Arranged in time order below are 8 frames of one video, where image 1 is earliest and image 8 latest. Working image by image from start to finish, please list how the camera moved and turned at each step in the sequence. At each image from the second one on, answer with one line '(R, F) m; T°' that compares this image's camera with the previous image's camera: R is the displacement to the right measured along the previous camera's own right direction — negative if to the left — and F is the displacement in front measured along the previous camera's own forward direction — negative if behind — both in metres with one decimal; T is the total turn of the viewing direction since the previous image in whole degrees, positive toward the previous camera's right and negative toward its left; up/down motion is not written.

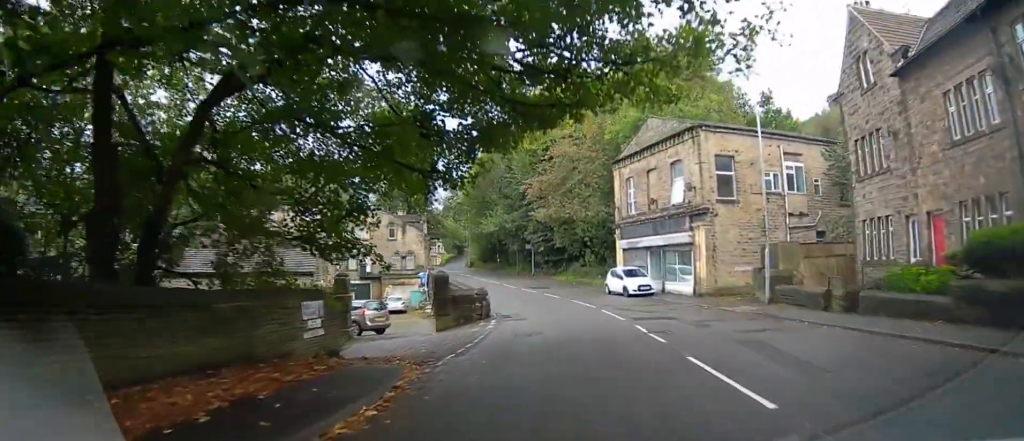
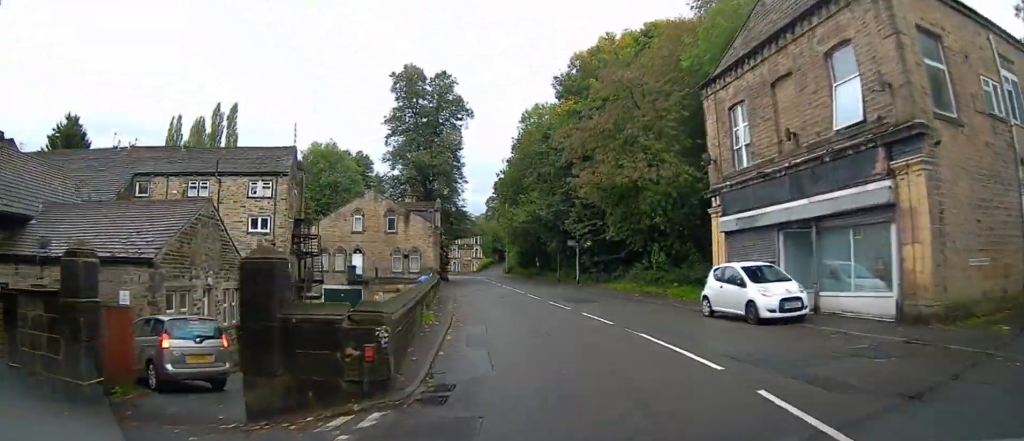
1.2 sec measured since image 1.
(-0.7, +14.5) m; -8°
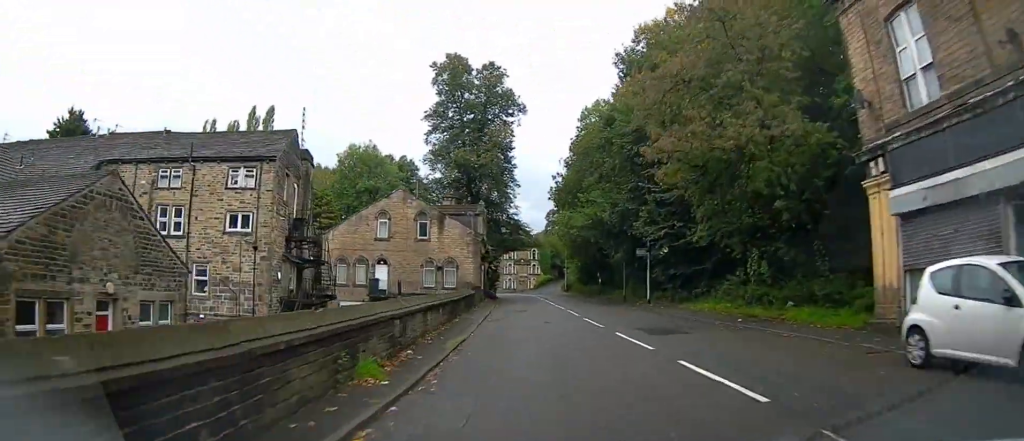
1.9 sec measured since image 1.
(-0.4, +7.4) m; -4°
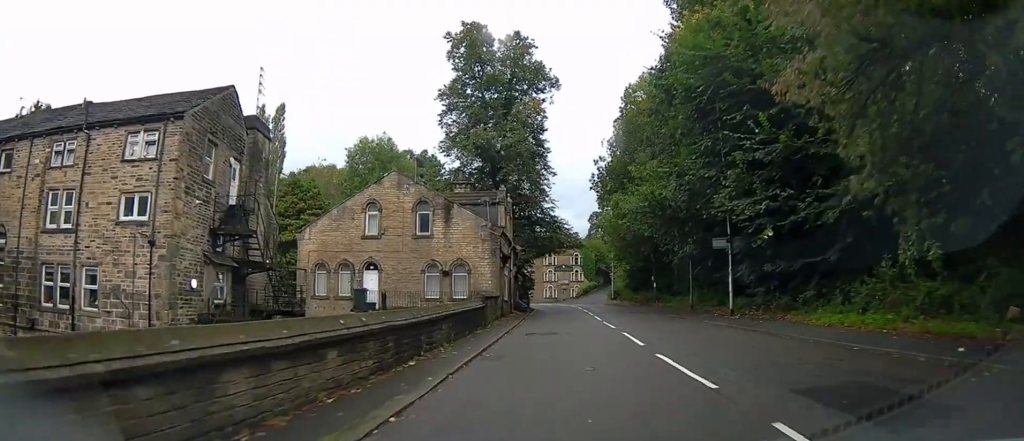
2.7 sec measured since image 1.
(-0.3, +9.5) m; -3°
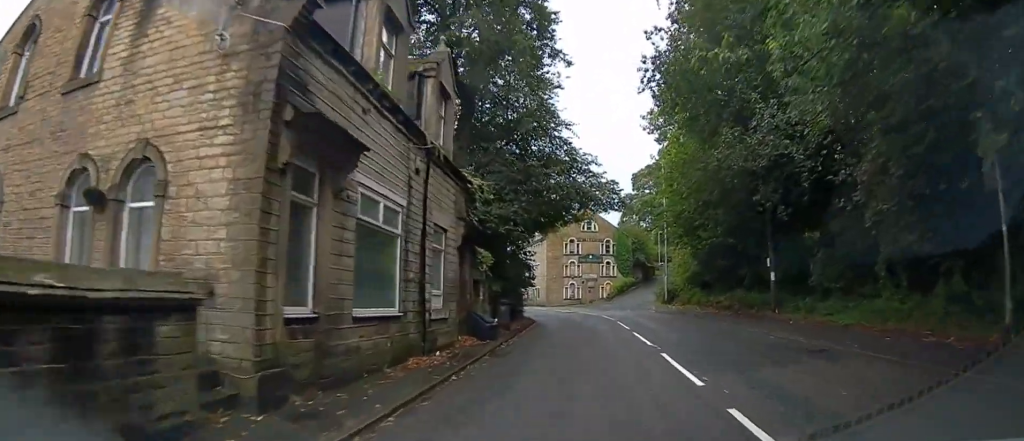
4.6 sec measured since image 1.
(-1.2, +22.7) m; -4°
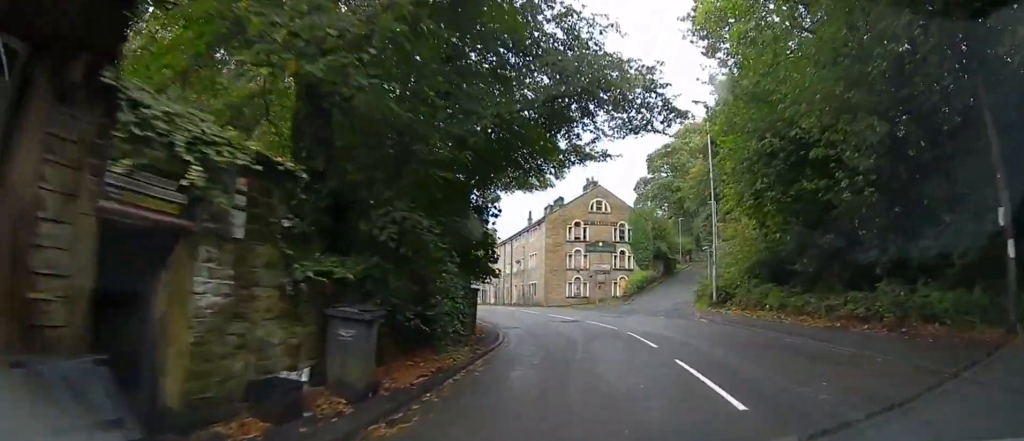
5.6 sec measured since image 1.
(0.0, +13.0) m; -2°
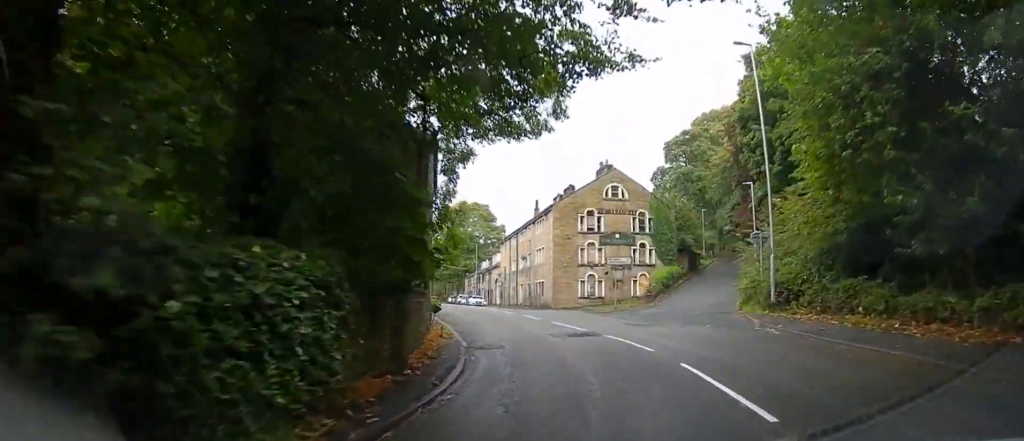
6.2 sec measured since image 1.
(-0.1, +7.0) m; -2°
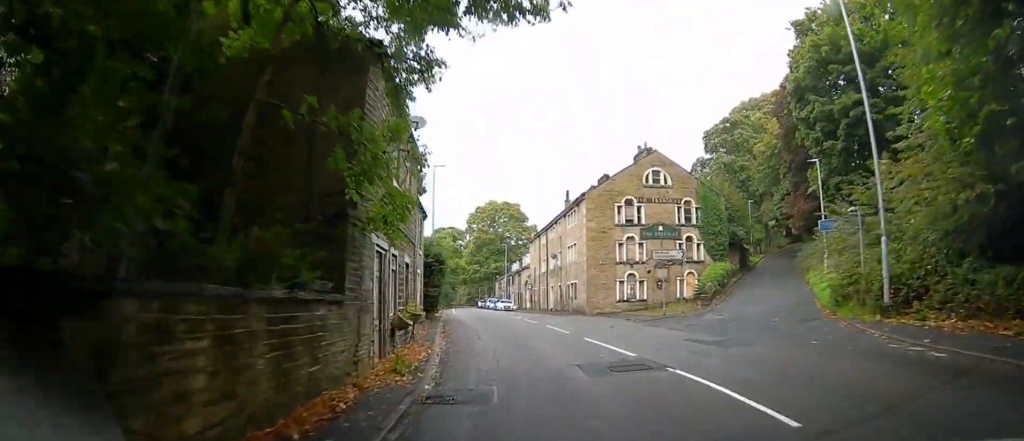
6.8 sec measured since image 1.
(-0.1, +6.4) m; -3°
